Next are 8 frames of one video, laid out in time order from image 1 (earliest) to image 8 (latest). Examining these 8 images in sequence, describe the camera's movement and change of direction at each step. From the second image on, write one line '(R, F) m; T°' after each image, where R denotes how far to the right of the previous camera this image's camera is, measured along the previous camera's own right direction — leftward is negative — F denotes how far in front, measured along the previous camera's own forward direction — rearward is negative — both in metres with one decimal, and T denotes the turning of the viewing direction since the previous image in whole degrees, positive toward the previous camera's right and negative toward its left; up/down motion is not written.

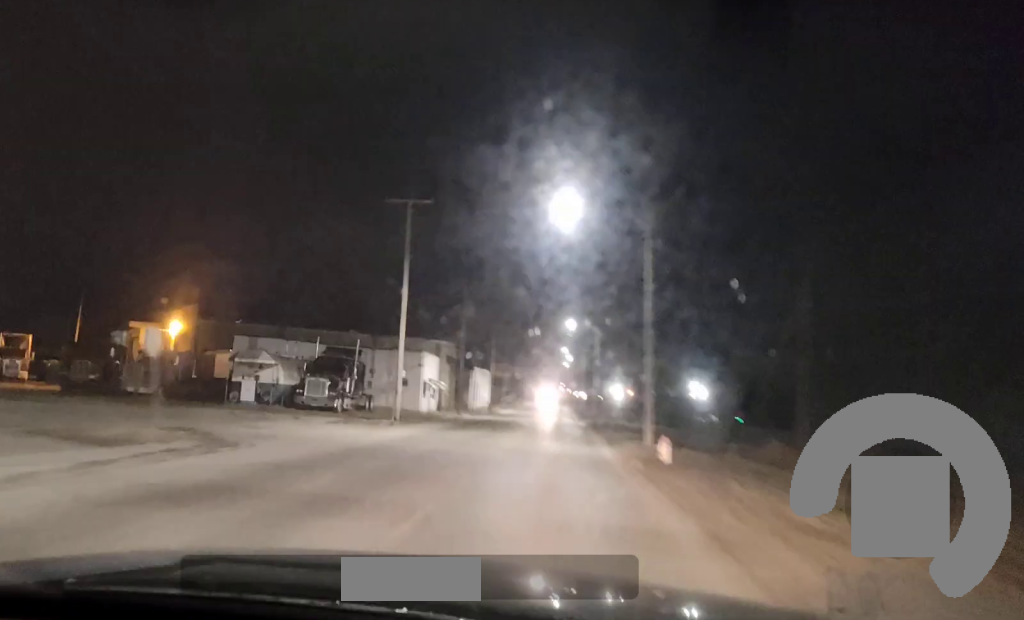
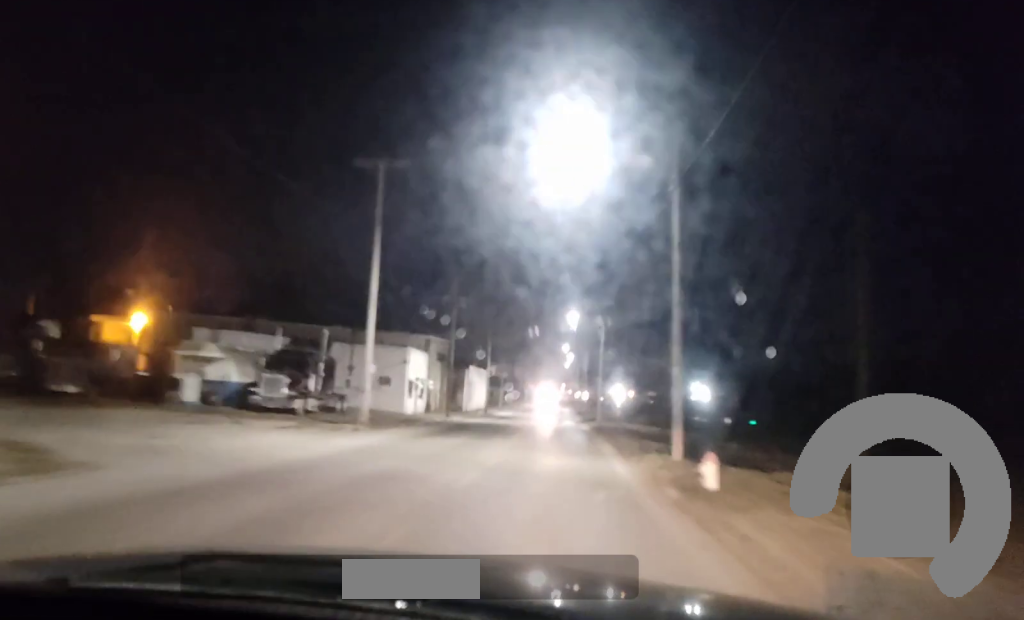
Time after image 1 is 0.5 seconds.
(-0.1, +7.0) m; 0°
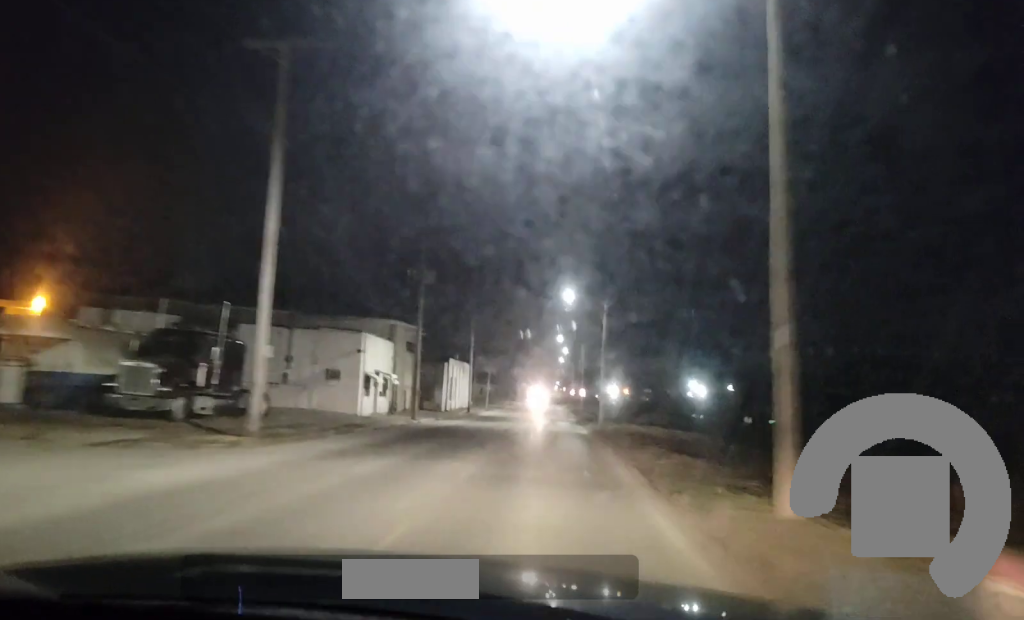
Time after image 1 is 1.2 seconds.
(0.0, +10.9) m; 0°
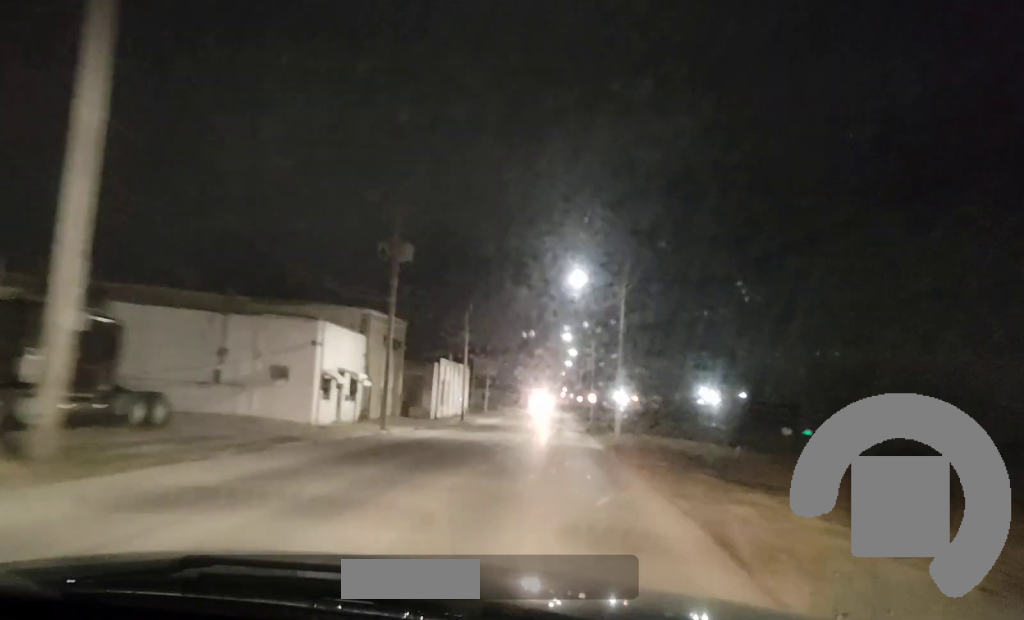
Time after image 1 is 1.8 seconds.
(+0.1, +8.5) m; 0°
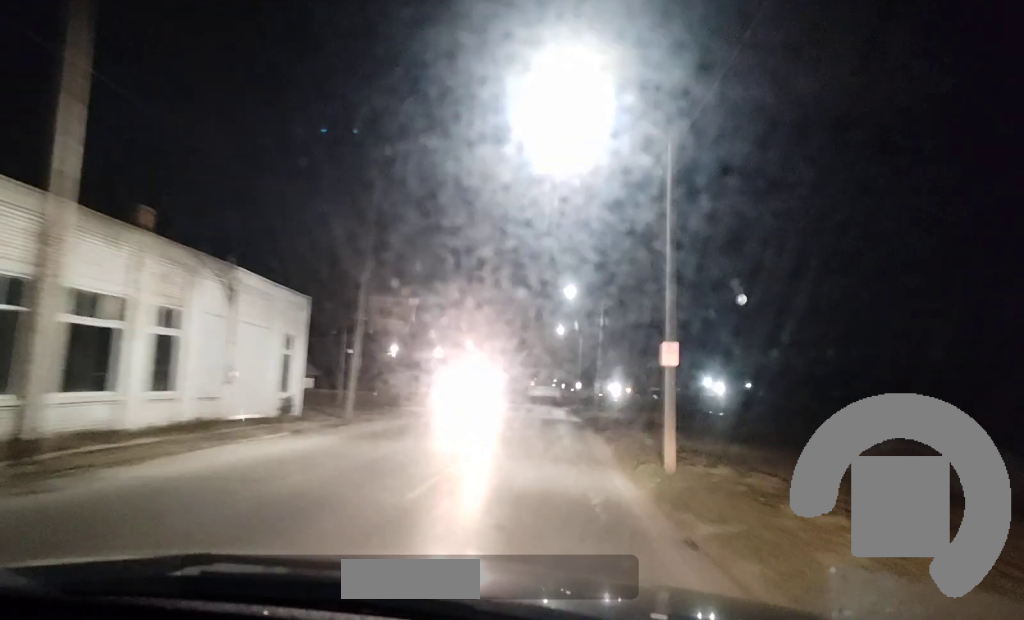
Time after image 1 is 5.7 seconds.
(-0.4, +55.1) m; 0°
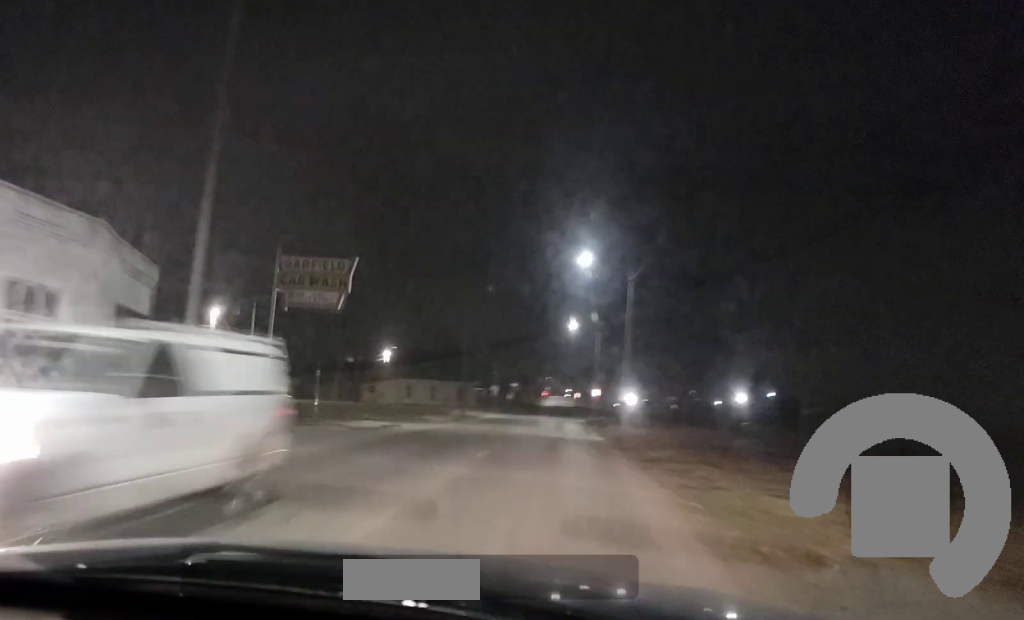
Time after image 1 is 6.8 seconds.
(0.0, +16.3) m; 0°
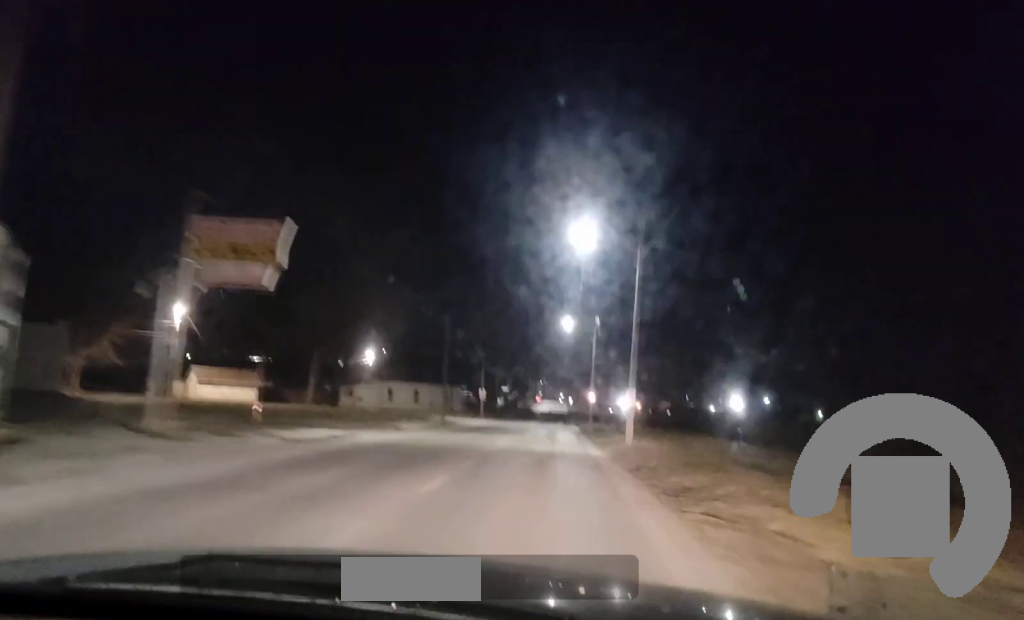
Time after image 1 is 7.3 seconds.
(0.0, +7.0) m; 0°
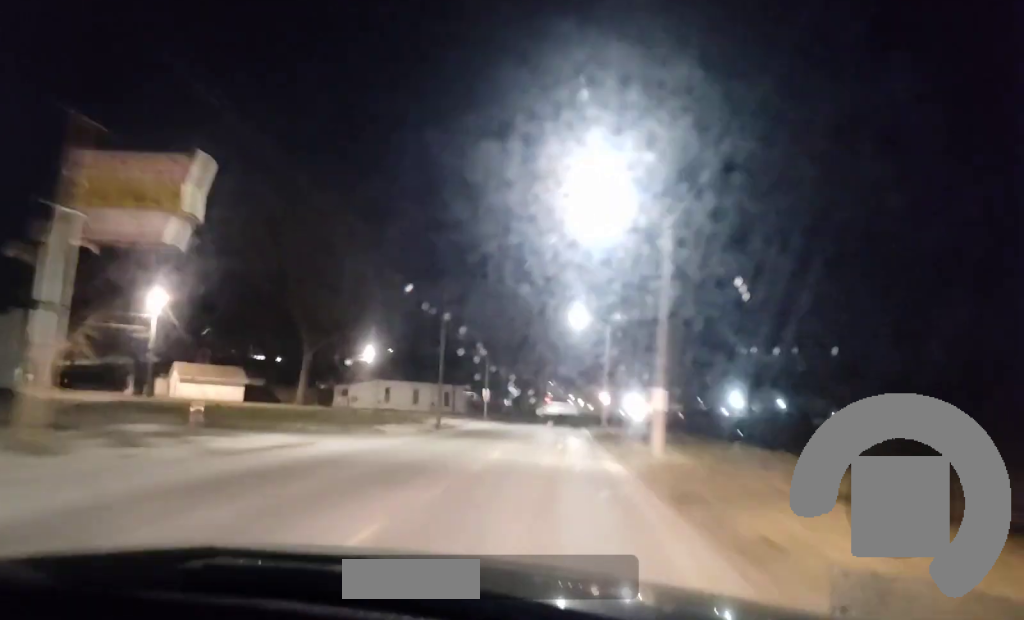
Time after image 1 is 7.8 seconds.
(0.0, +7.0) m; 0°
